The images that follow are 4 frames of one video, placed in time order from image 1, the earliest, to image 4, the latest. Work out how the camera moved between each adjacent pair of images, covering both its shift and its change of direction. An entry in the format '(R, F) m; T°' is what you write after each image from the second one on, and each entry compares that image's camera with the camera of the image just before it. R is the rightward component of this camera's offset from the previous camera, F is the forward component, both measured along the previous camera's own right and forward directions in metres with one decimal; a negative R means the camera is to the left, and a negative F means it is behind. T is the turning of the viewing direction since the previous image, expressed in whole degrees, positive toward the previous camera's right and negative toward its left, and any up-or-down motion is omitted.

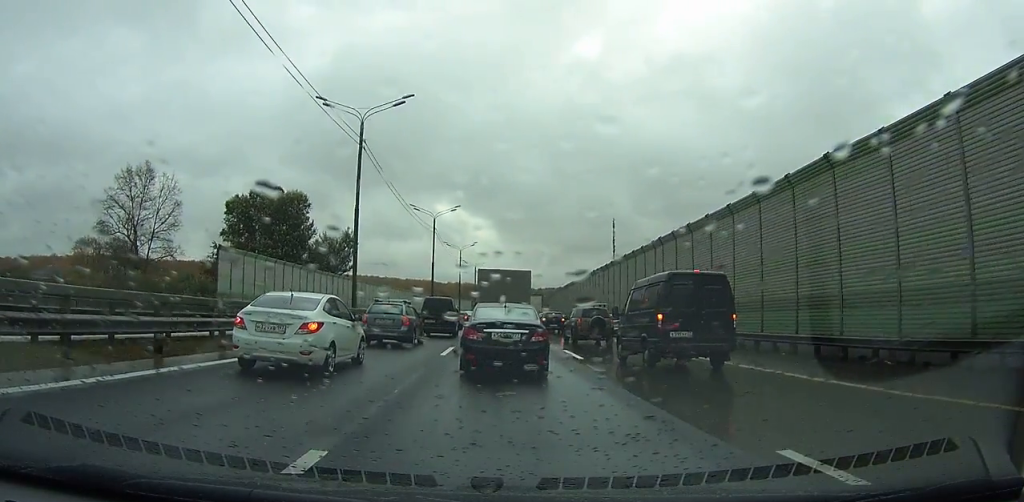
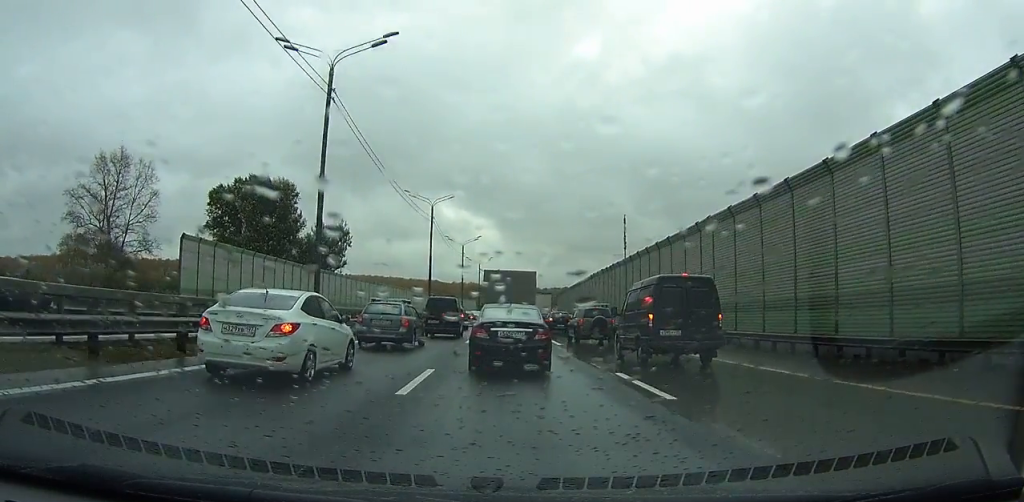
(0.0, +7.3) m; -1°
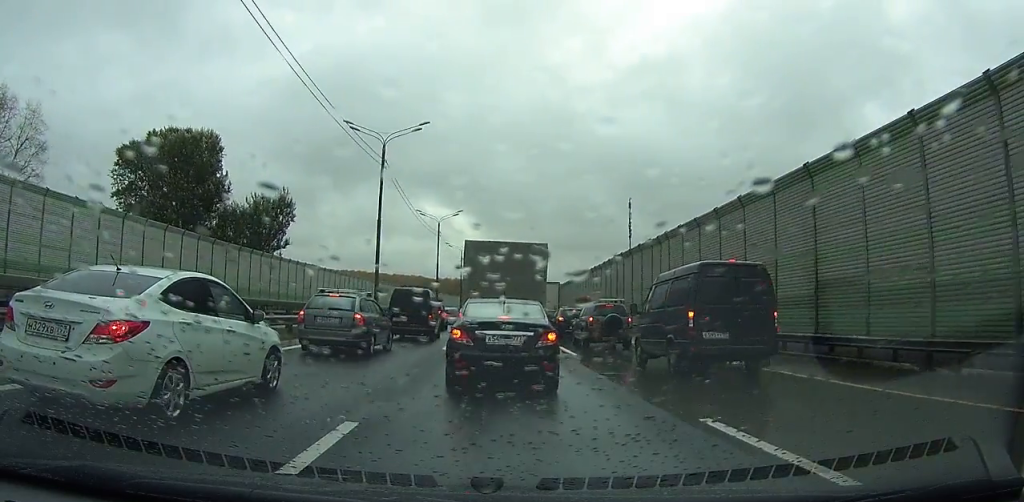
(0.0, +19.6) m; +1°
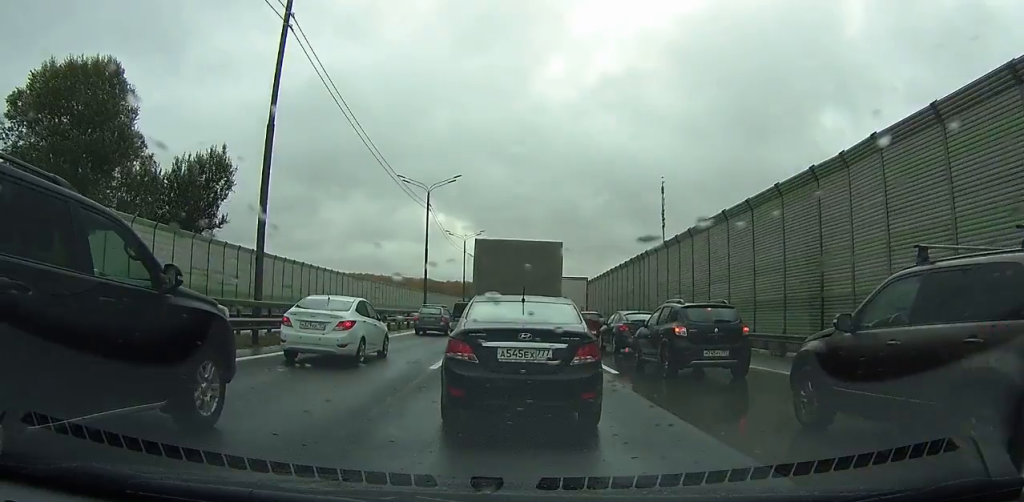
(+0.7, +27.9) m; +1°
